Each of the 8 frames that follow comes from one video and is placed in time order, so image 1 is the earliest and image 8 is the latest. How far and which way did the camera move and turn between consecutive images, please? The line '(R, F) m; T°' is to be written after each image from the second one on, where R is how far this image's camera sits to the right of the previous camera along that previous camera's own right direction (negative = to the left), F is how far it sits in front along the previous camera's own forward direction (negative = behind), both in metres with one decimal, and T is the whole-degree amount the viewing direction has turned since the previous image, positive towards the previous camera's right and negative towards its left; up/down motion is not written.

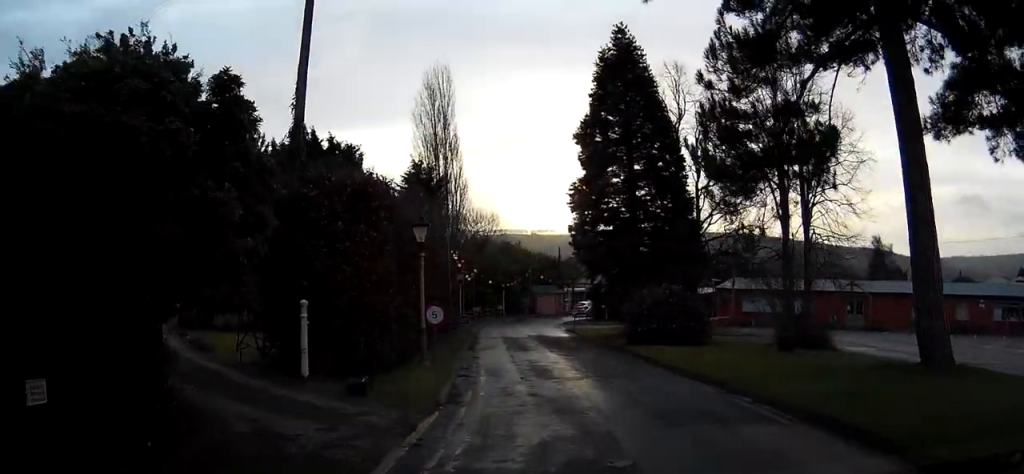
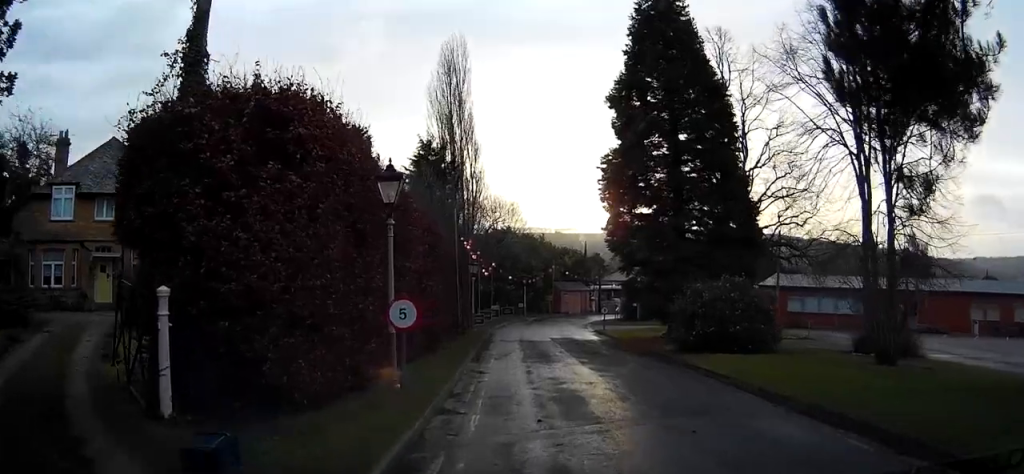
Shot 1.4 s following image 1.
(-0.3, +5.5) m; -7°
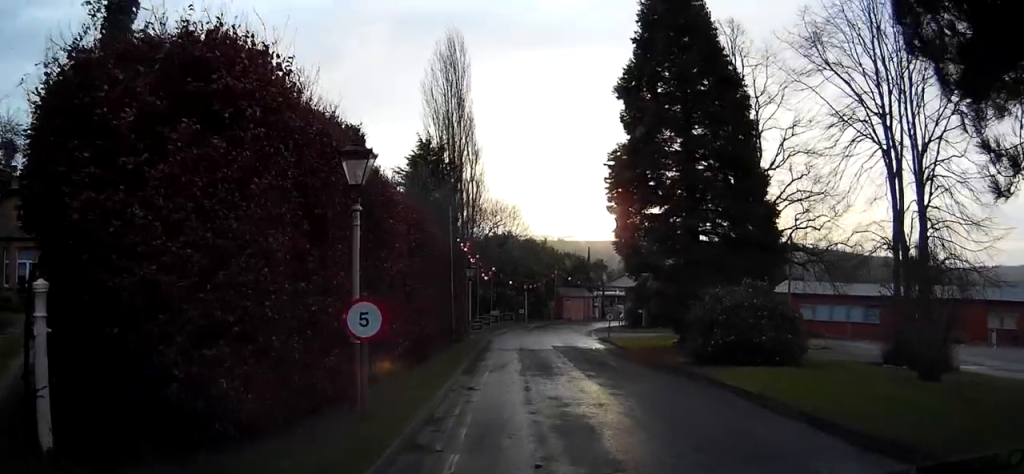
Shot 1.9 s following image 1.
(0.0, +2.0) m; -3°
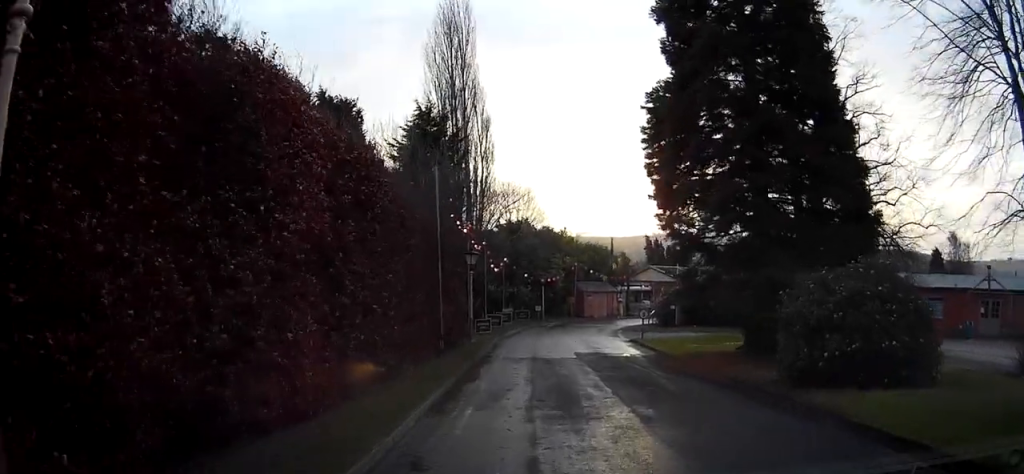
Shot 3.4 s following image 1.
(-0.4, +6.3) m; -5°
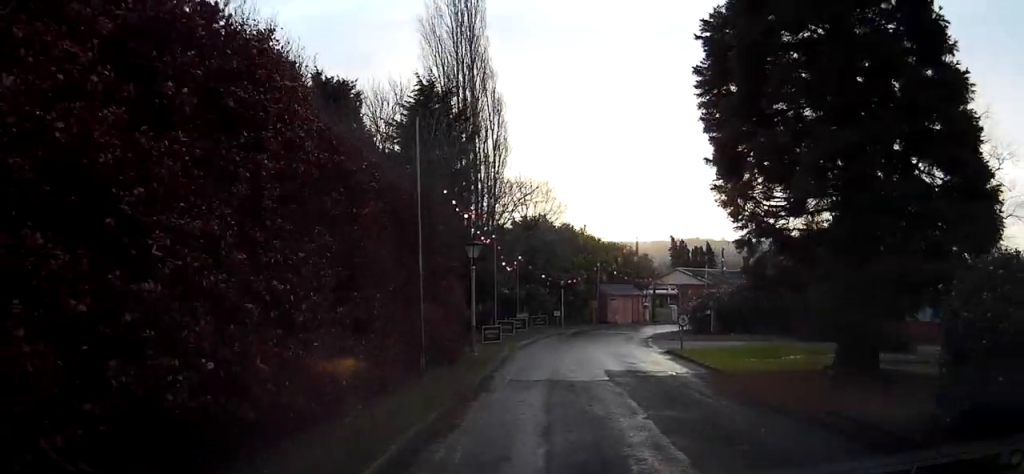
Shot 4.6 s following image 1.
(-0.1, +4.9) m; -2°
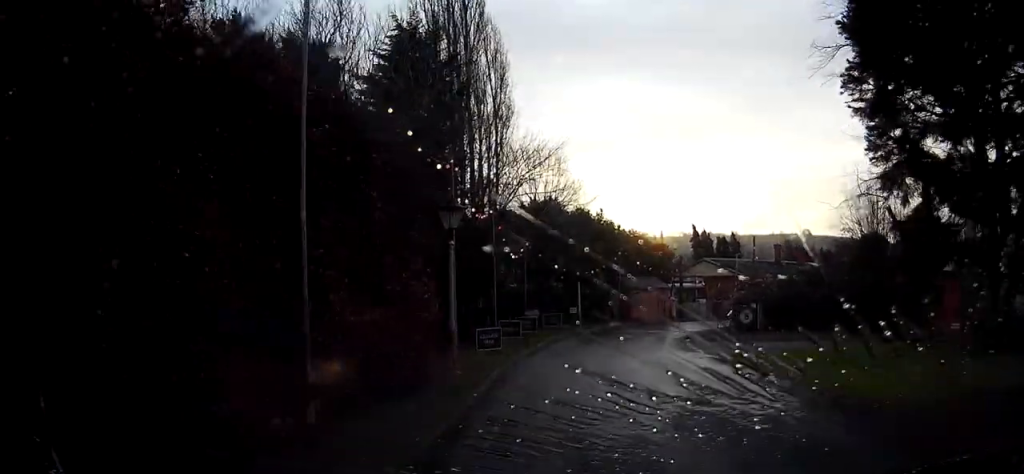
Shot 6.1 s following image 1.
(0.0, +6.3) m; +1°
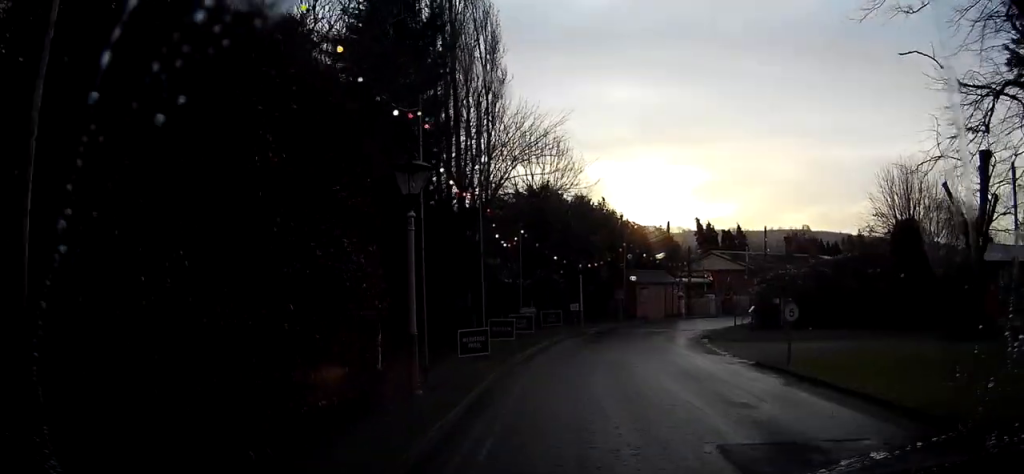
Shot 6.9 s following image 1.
(0.0, +3.4) m; 0°
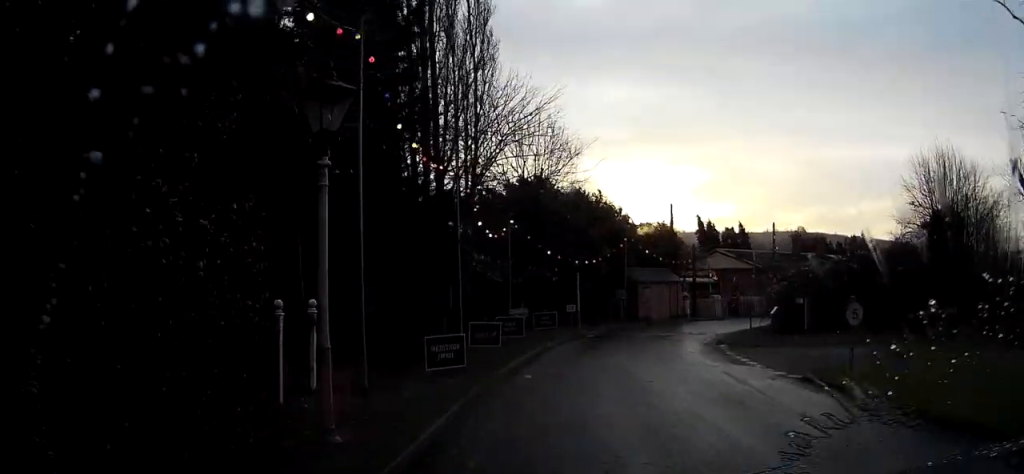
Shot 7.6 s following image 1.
(0.0, +3.1) m; 0°
